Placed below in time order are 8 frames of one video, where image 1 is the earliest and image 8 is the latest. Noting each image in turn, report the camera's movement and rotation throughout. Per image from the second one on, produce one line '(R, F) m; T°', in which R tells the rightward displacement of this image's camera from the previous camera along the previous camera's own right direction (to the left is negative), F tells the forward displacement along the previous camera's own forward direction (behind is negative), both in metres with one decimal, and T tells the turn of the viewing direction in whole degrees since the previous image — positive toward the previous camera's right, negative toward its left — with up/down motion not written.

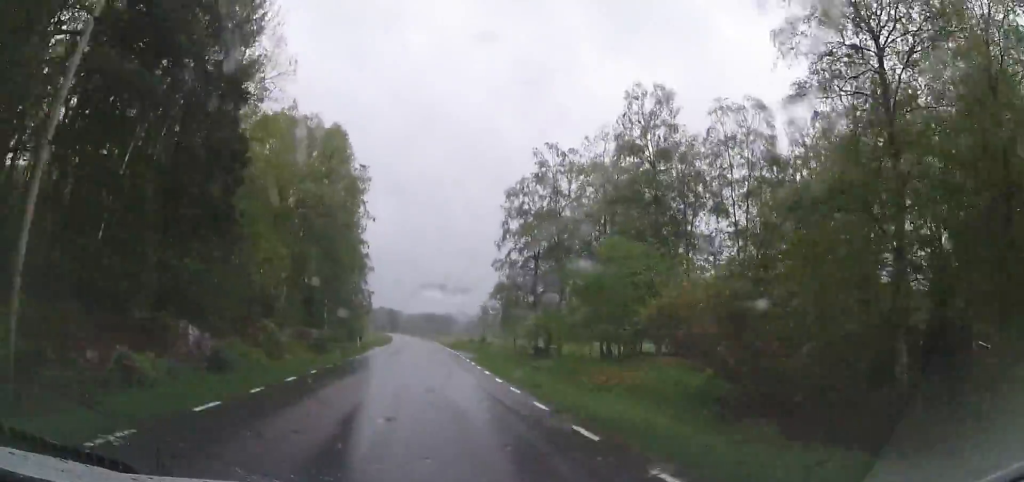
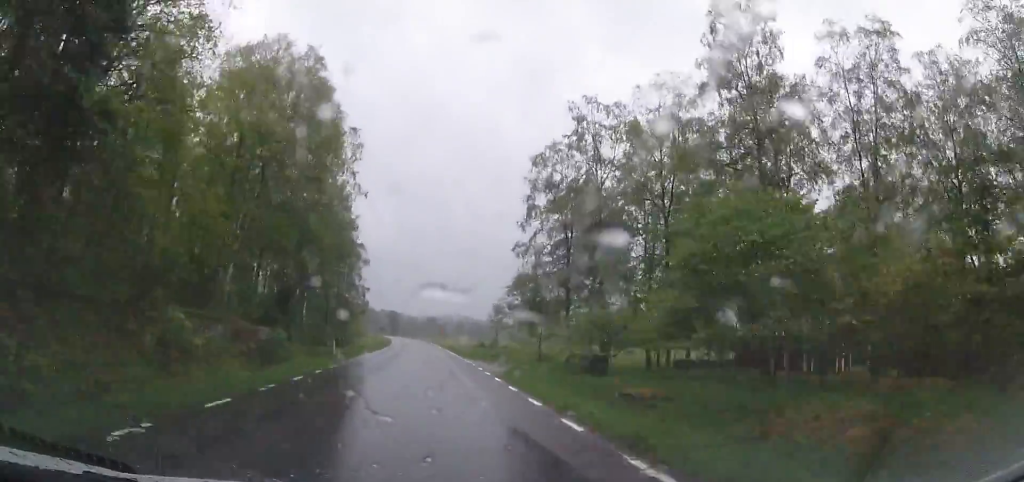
(+0.1, +13.1) m; 0°
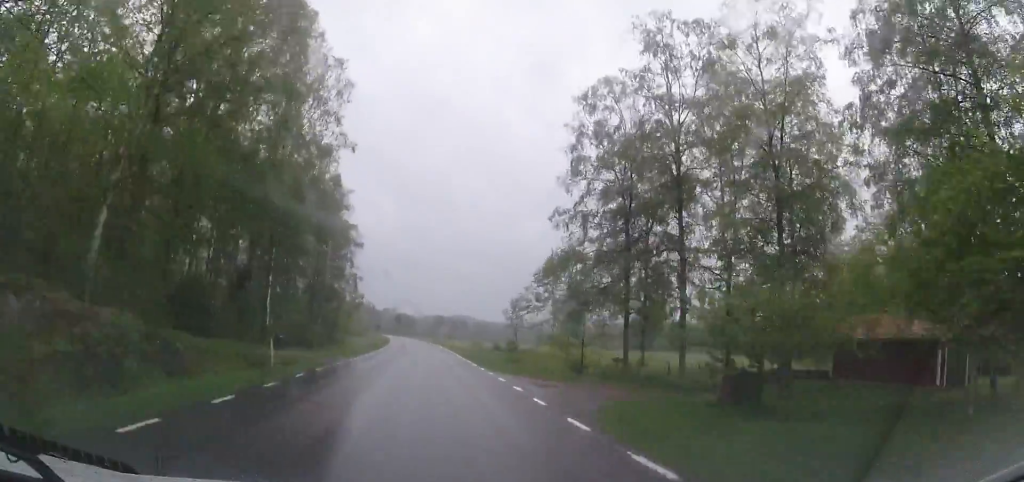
(-0.1, +13.1) m; 0°
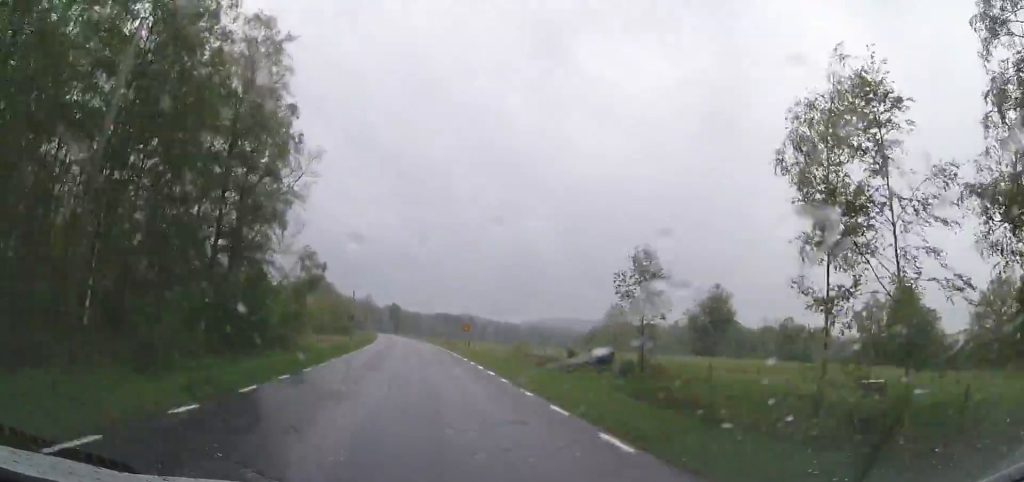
(-0.2, +33.7) m; 0°
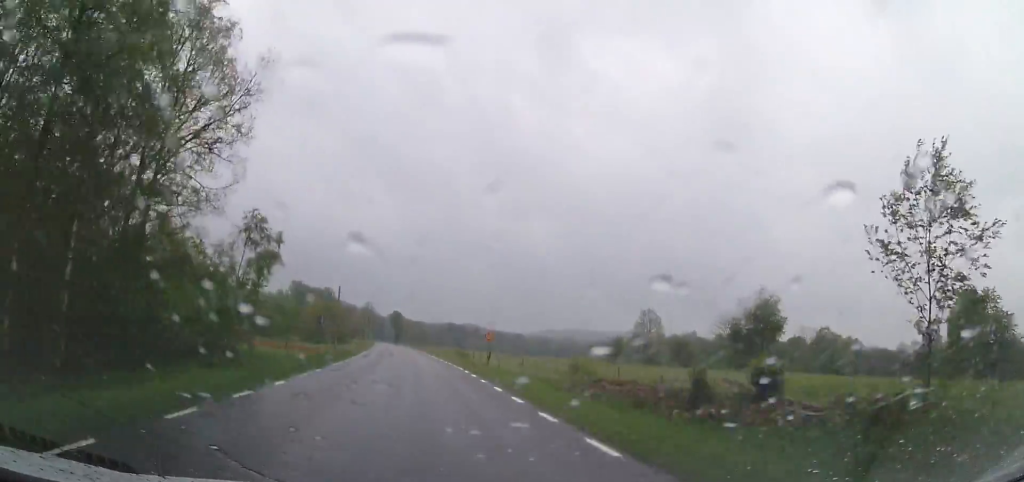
(+0.1, +15.1) m; -1°
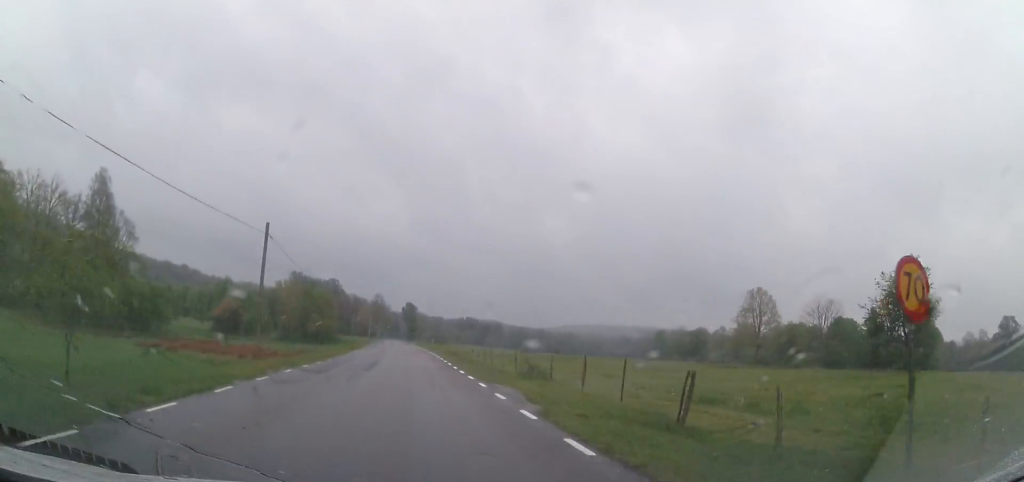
(-0.2, +29.7) m; 0°
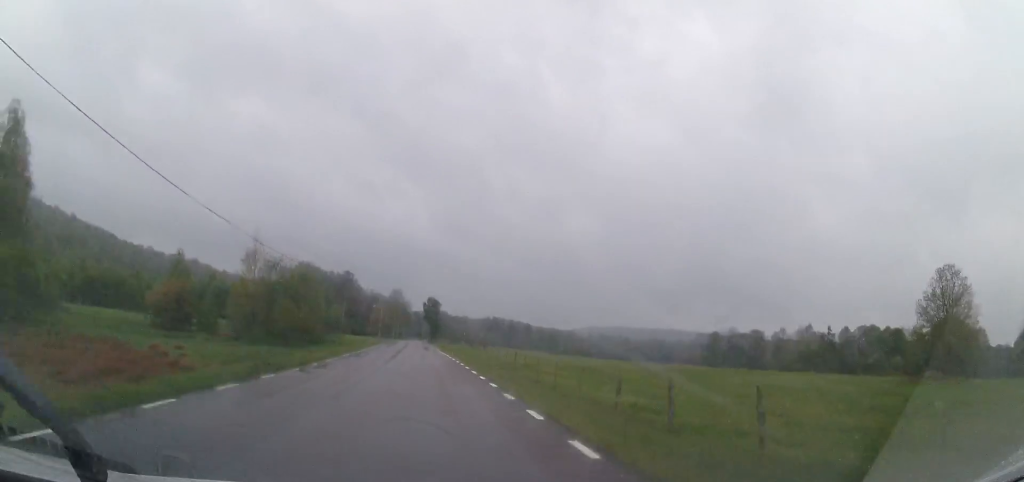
(-0.4, +26.9) m; -2°
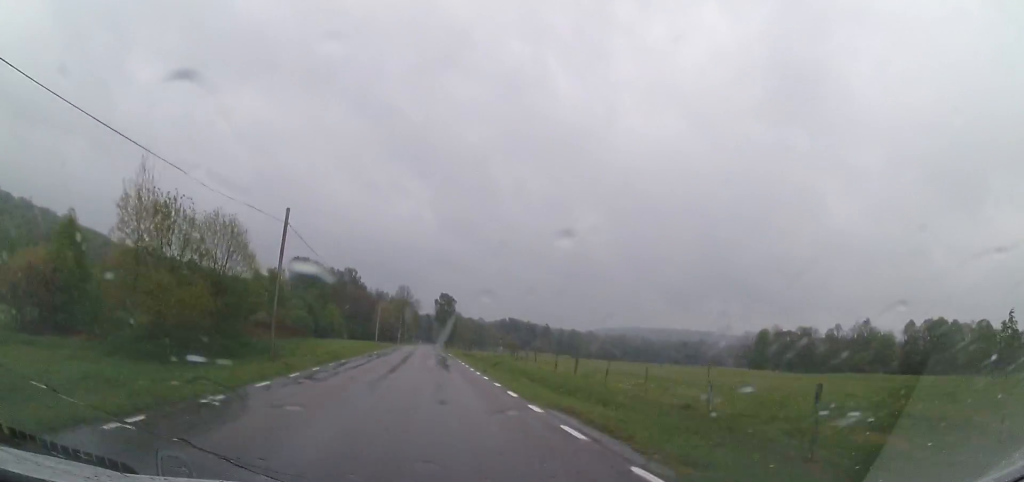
(-0.4, +25.0) m; -2°
